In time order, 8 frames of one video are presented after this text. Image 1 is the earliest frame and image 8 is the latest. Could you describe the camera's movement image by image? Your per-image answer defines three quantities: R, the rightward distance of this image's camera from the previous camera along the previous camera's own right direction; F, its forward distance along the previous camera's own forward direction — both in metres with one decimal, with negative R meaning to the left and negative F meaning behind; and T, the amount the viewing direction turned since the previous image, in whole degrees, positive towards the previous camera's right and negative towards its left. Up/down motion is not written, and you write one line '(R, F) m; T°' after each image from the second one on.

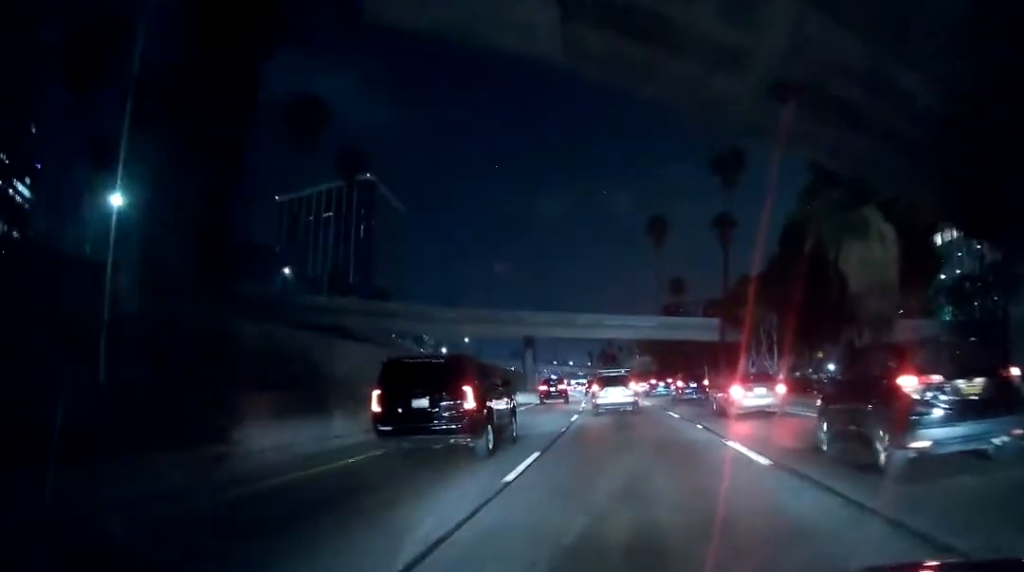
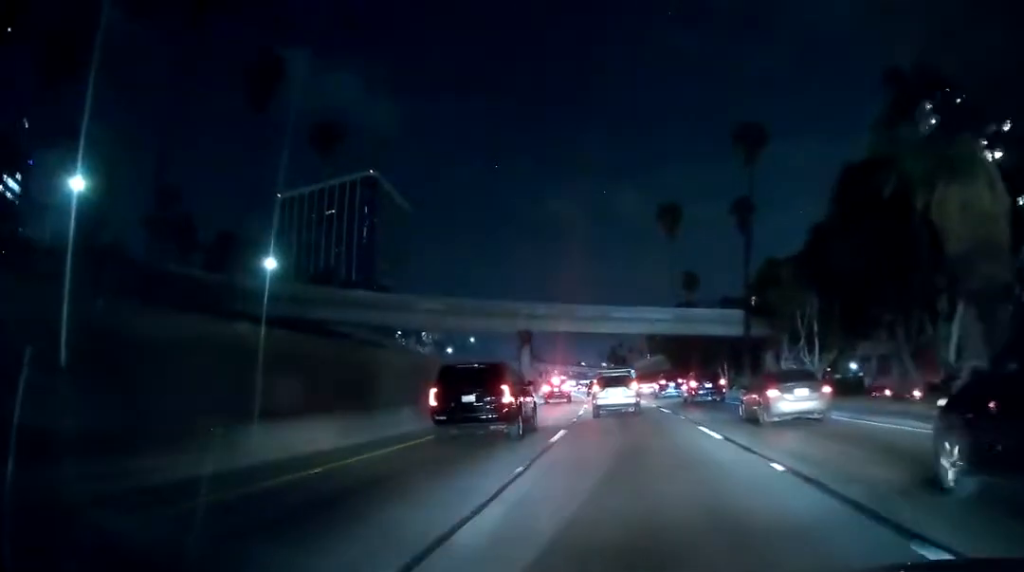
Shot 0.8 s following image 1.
(0.0, +9.6) m; -1°
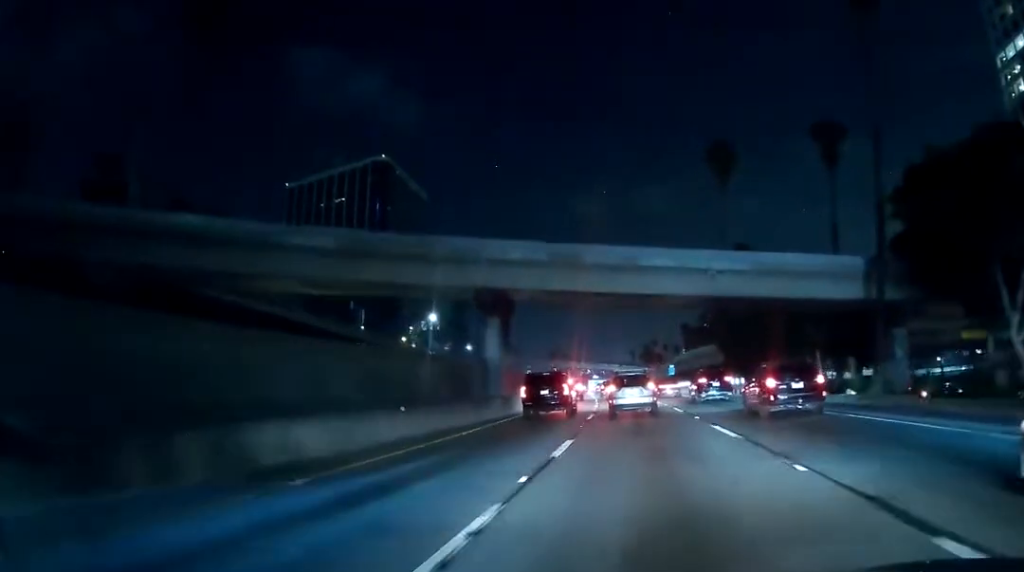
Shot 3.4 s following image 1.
(+0.2, +29.4) m; 0°
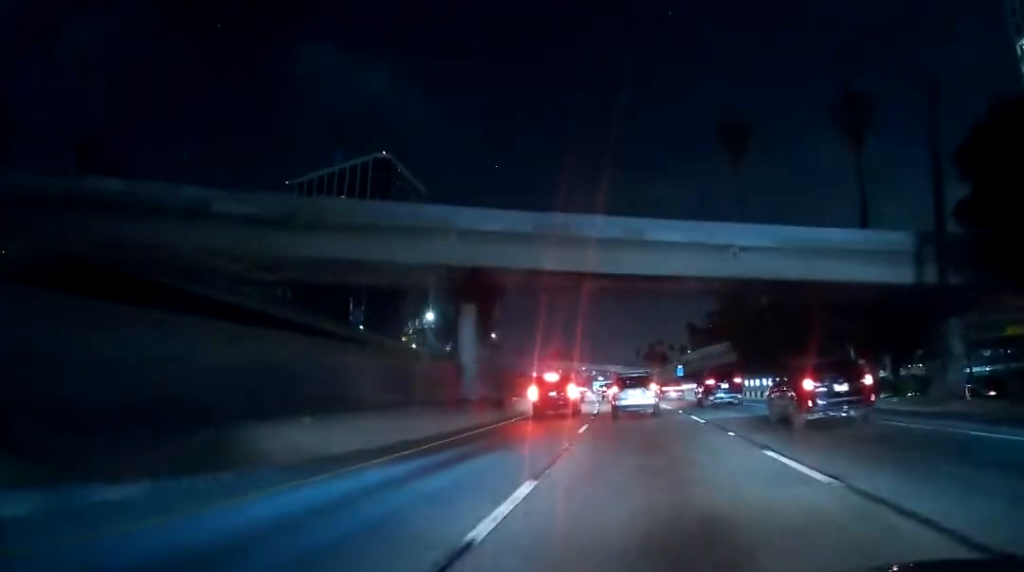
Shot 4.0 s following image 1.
(-0.3, +6.9) m; 0°
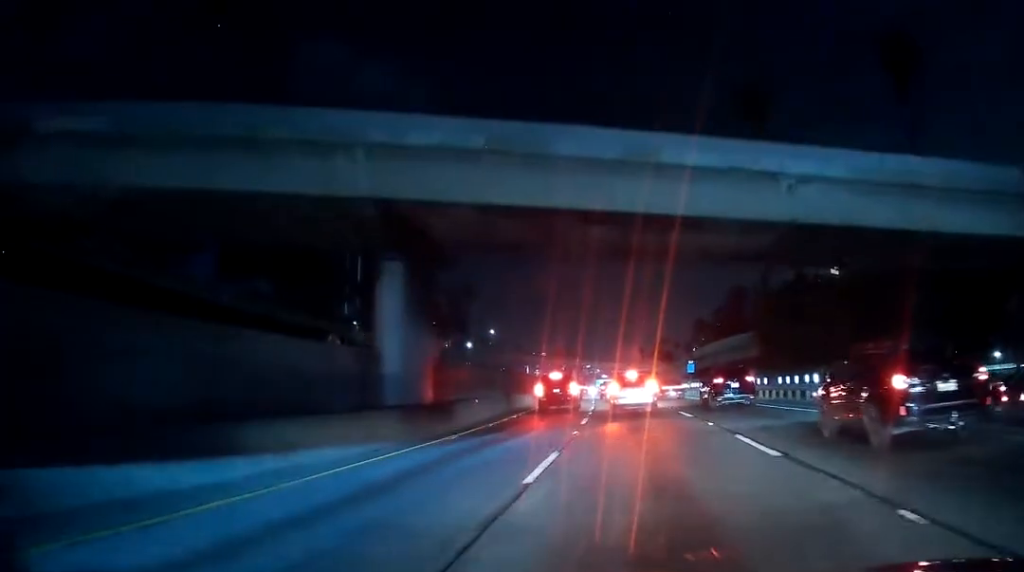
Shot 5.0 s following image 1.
(+0.4, +10.5) m; 0°
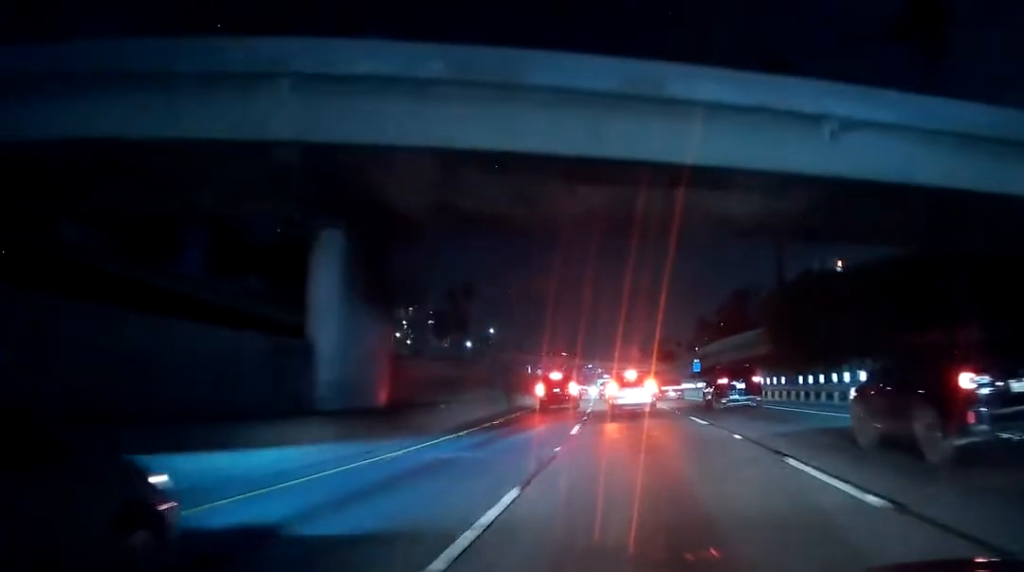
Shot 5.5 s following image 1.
(-0.1, +4.6) m; -1°
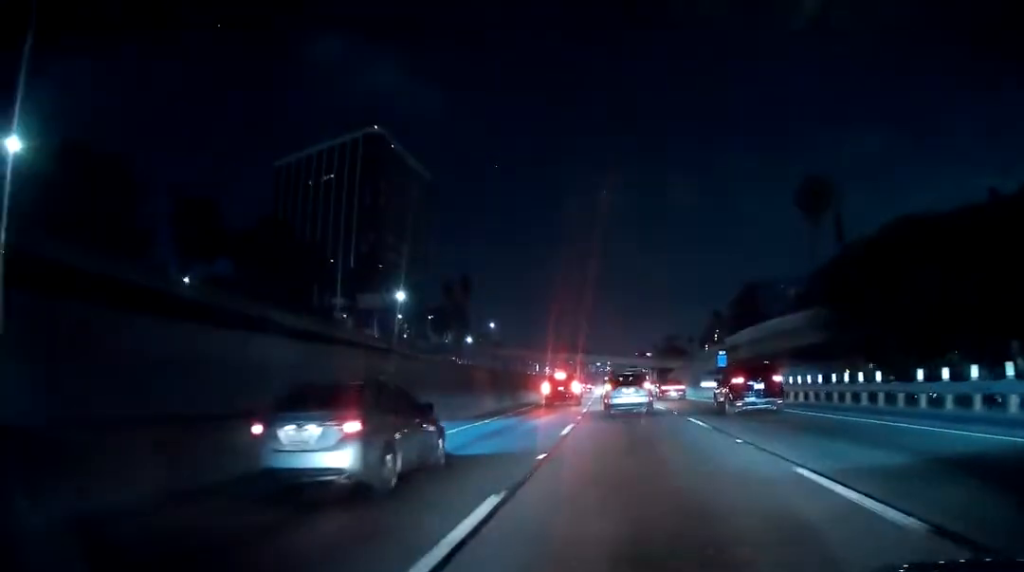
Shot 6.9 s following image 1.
(-0.6, +14.7) m; -3°
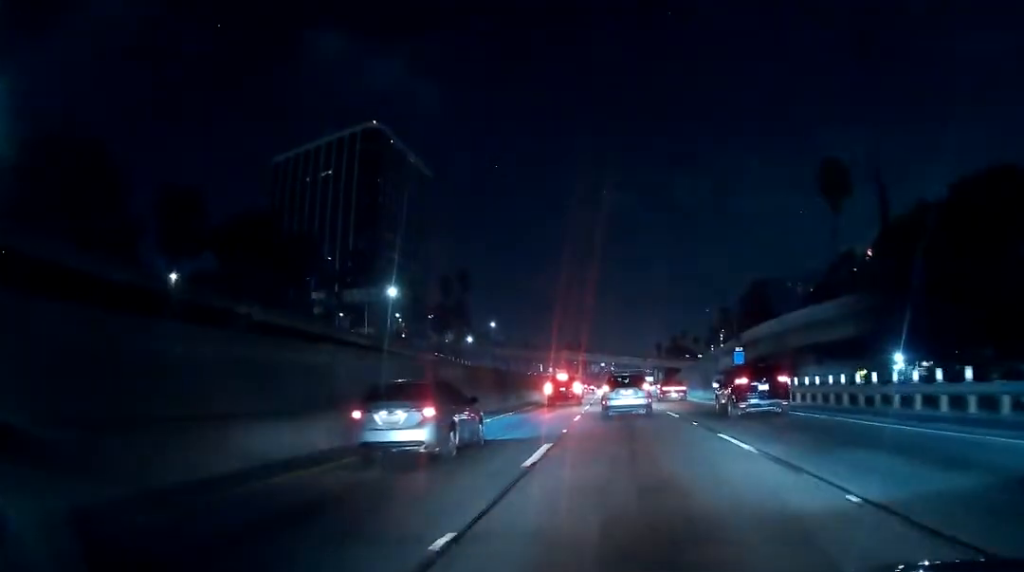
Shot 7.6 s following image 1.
(0.0, +7.2) m; +1°
